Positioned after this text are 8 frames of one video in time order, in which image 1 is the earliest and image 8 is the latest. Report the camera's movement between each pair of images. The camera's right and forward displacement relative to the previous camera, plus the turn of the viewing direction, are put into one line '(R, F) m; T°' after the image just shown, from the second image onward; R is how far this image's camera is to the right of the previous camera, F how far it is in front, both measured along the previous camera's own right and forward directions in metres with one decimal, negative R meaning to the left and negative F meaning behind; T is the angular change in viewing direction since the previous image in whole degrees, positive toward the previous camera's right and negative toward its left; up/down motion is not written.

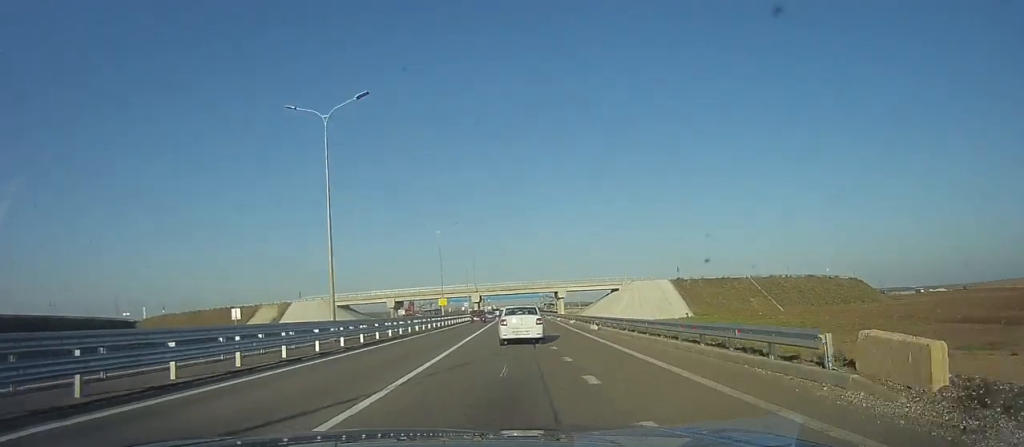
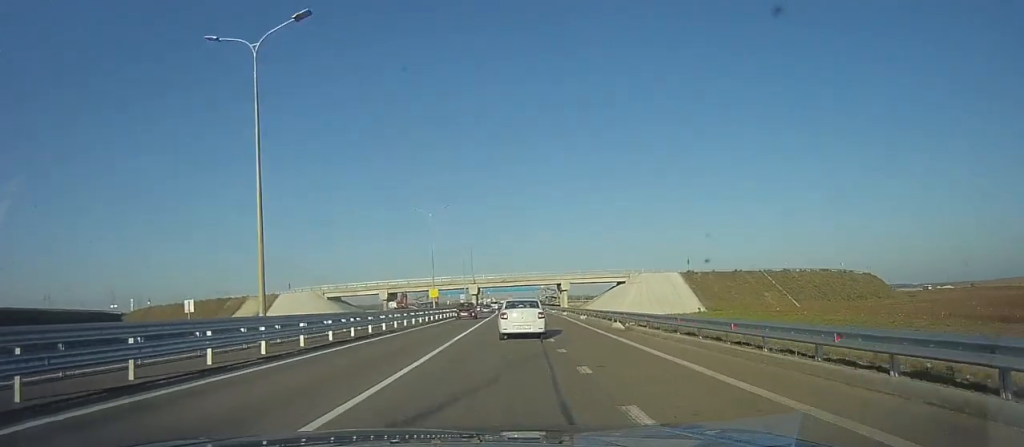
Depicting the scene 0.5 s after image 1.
(-0.2, +7.0) m; +2°
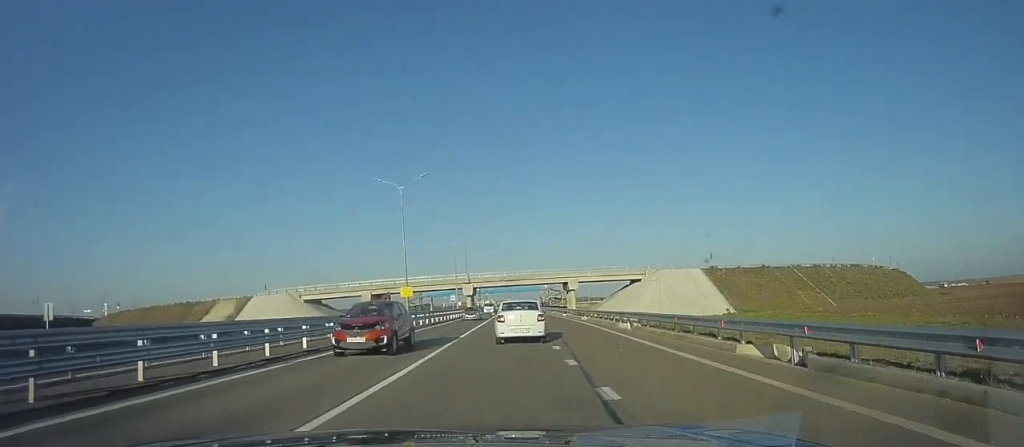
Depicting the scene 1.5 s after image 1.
(+1.1, +14.2) m; 0°
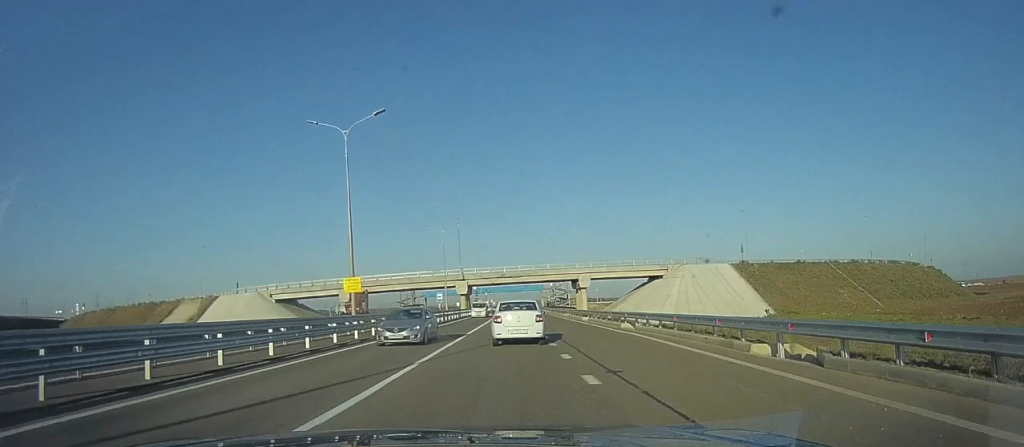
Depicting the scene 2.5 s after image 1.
(-1.2, +14.6) m; -5°
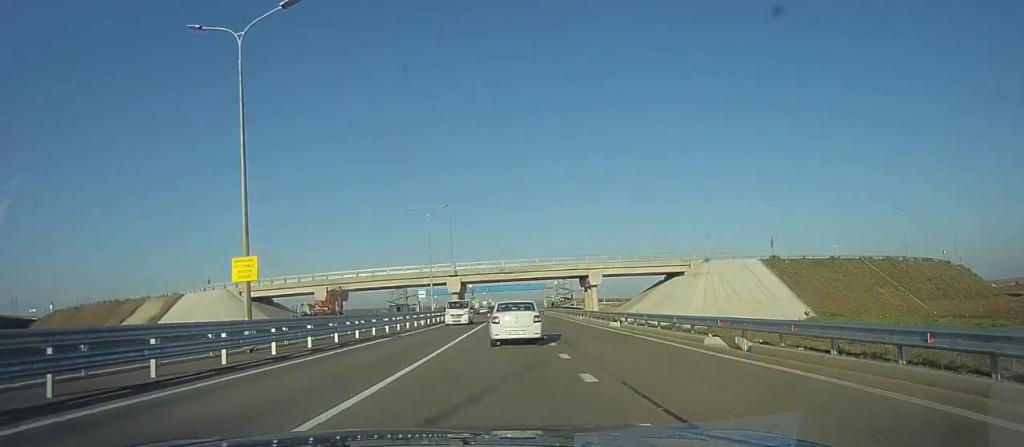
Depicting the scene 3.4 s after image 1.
(-0.1, +11.8) m; 0°
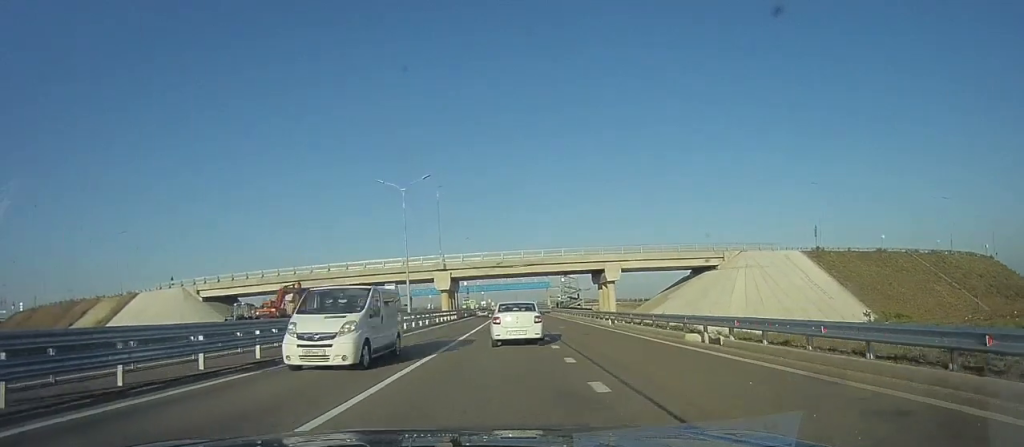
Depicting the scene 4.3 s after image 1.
(0.0, +12.8) m; +1°
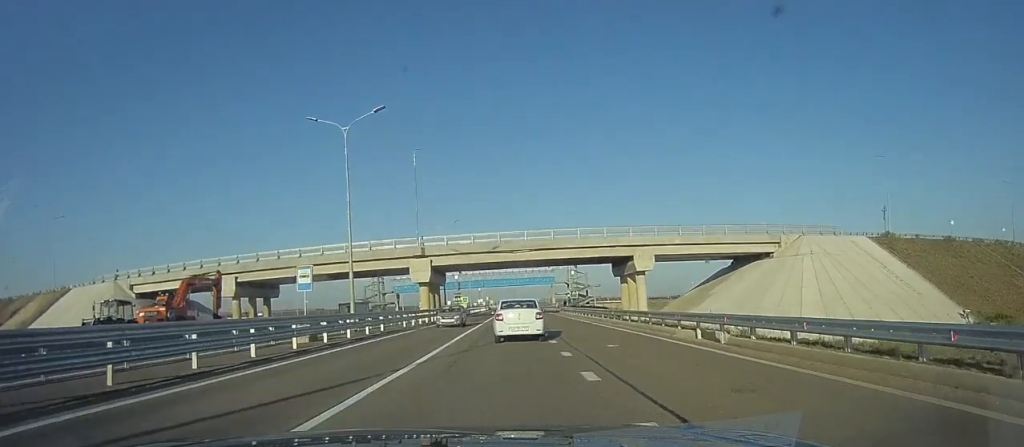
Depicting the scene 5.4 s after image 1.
(+0.4, +15.4) m; +2°
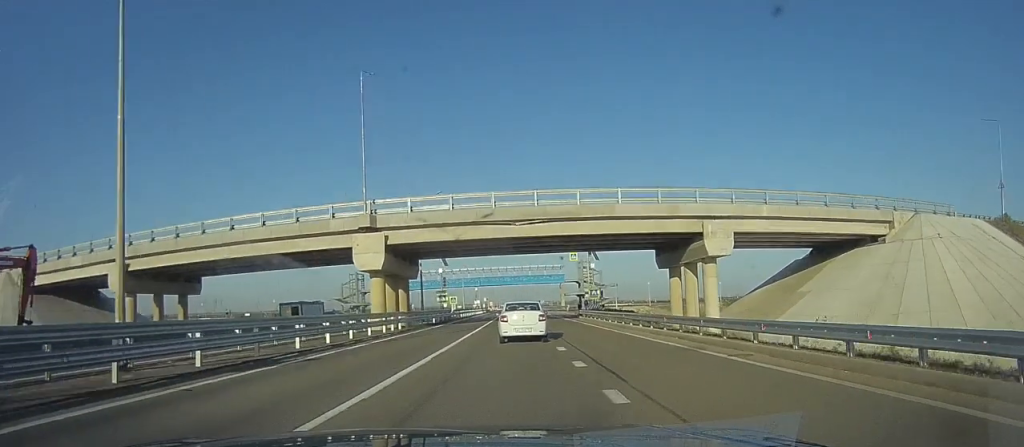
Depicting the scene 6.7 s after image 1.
(0.0, +17.4) m; -1°
